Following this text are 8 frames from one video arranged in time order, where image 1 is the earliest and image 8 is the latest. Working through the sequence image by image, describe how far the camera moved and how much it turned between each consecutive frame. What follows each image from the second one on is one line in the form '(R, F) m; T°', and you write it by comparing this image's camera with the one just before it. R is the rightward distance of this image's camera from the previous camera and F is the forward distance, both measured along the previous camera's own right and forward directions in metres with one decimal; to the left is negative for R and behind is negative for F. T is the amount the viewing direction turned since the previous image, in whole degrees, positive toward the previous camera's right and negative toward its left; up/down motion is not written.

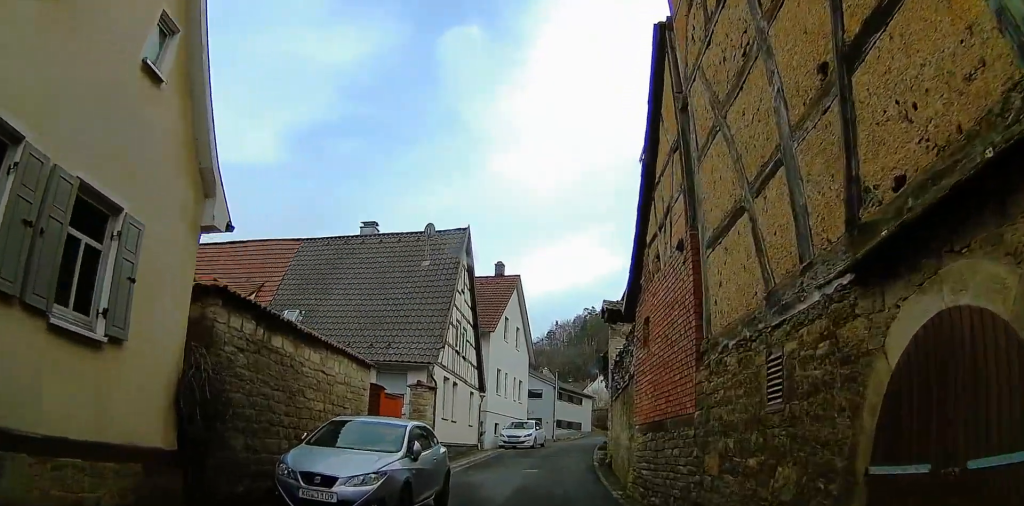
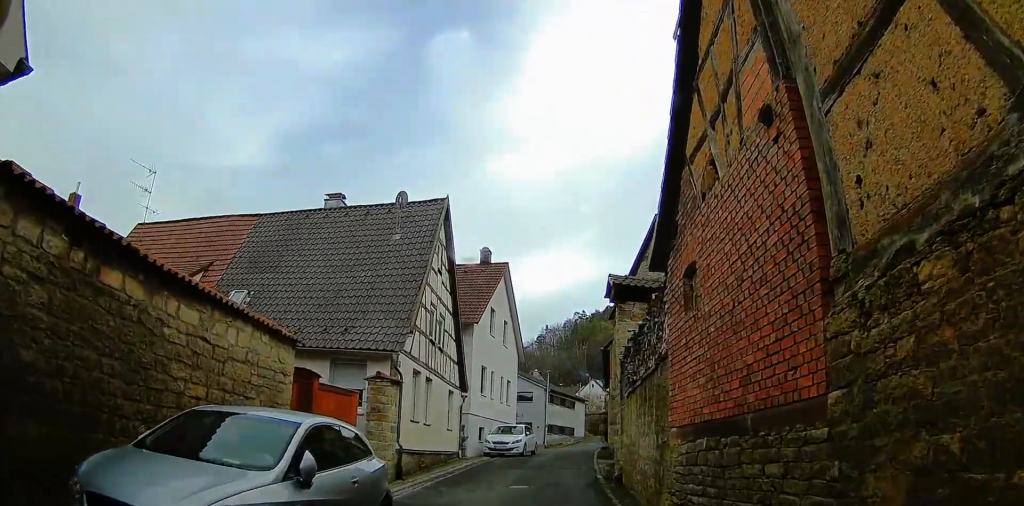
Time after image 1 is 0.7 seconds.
(+0.3, +3.7) m; +3°
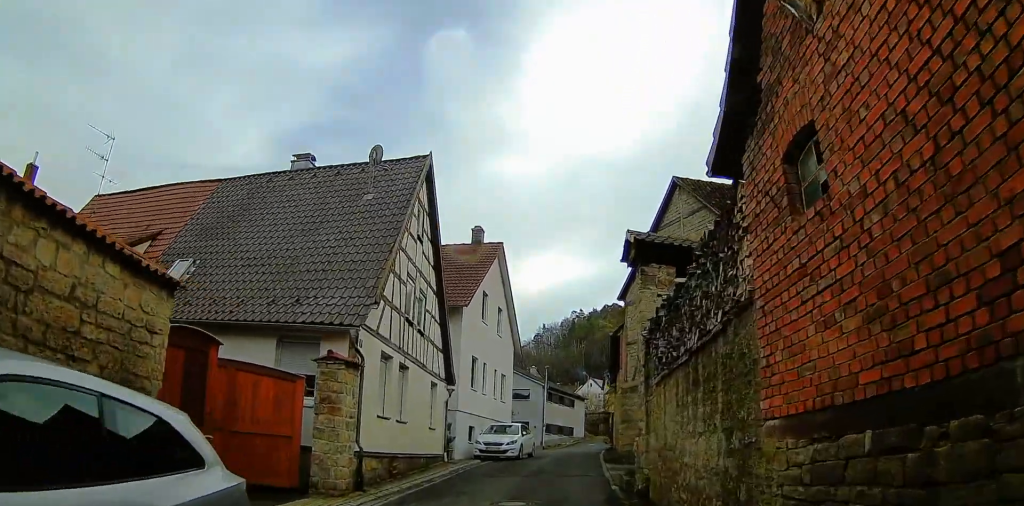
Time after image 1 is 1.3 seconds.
(+0.6, +3.4) m; 0°
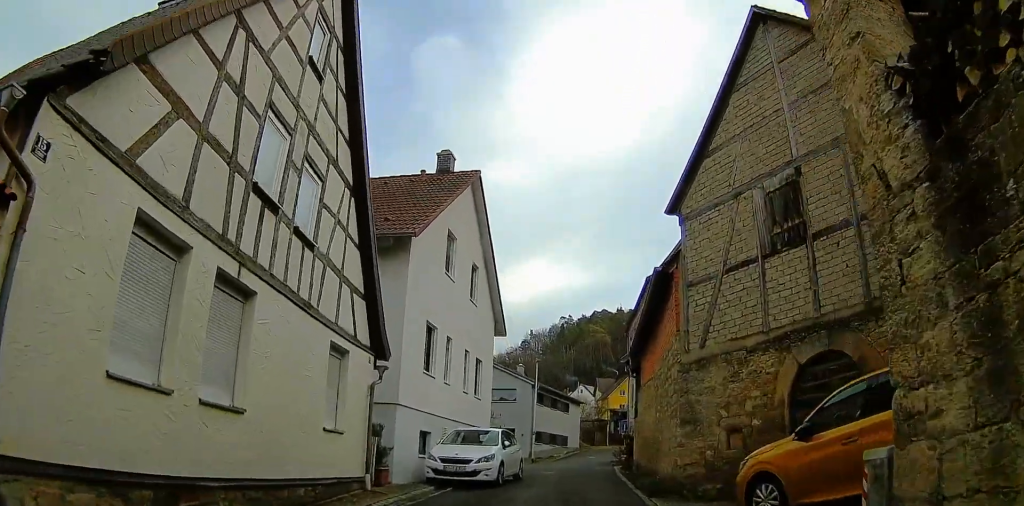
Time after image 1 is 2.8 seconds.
(-1.0, +8.4) m; -4°
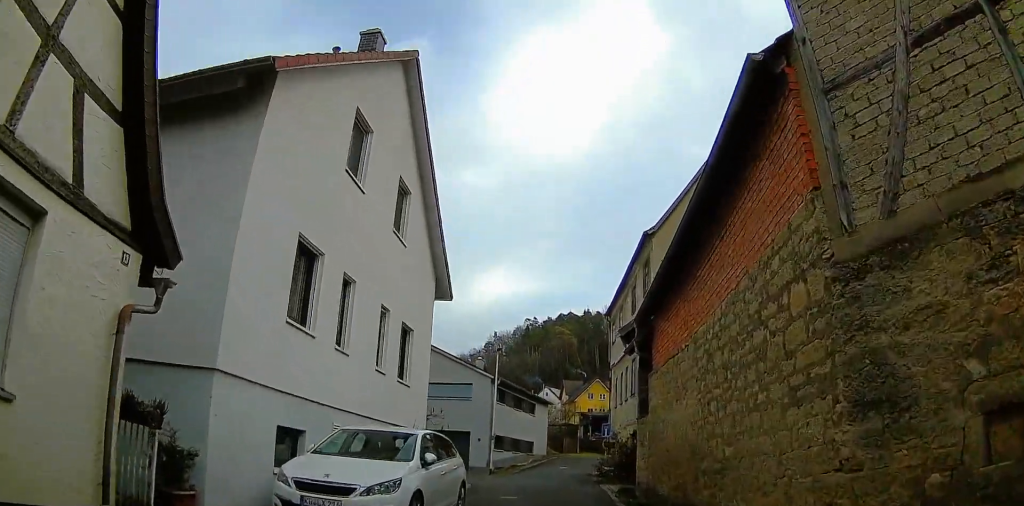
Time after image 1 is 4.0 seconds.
(+0.2, +6.9) m; +2°
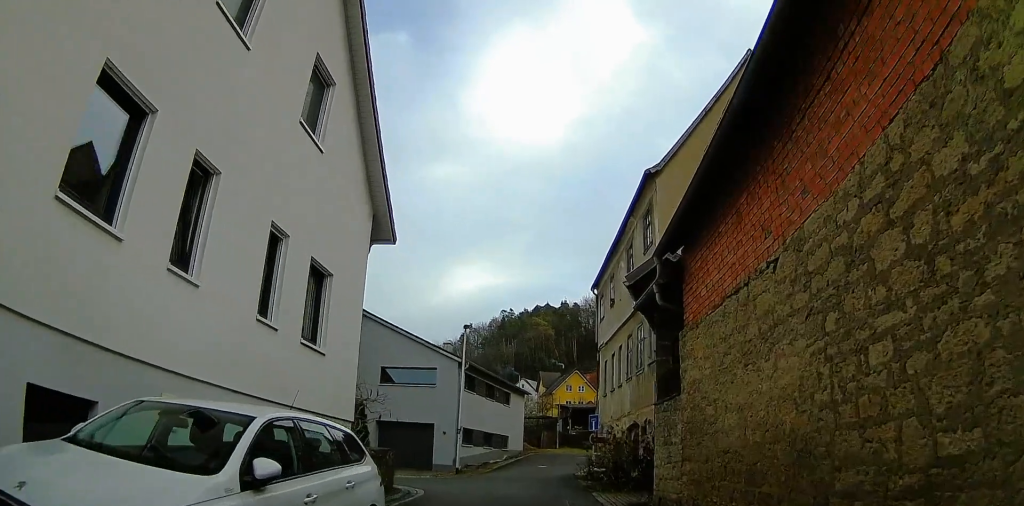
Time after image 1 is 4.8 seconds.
(0.0, +4.6) m; +1°
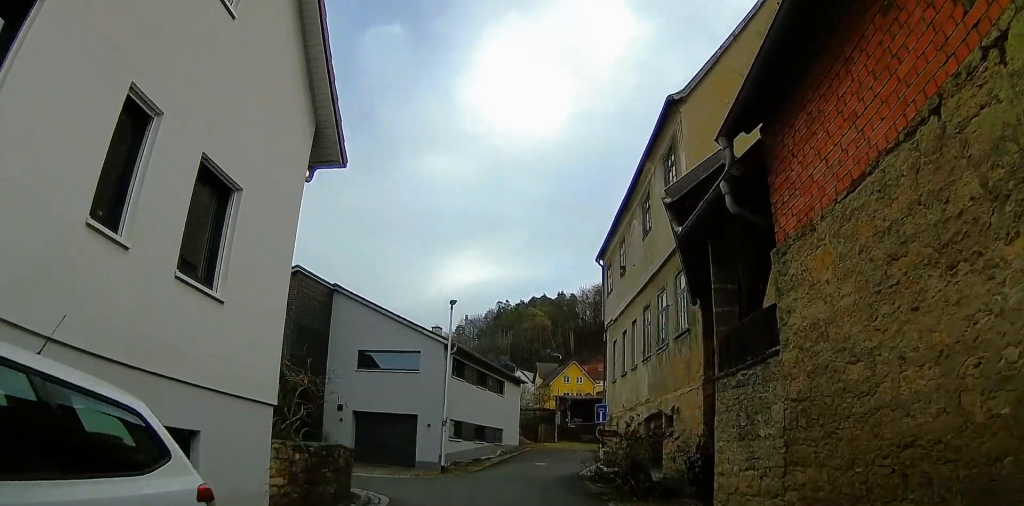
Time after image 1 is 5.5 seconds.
(0.0, +3.7) m; +2°
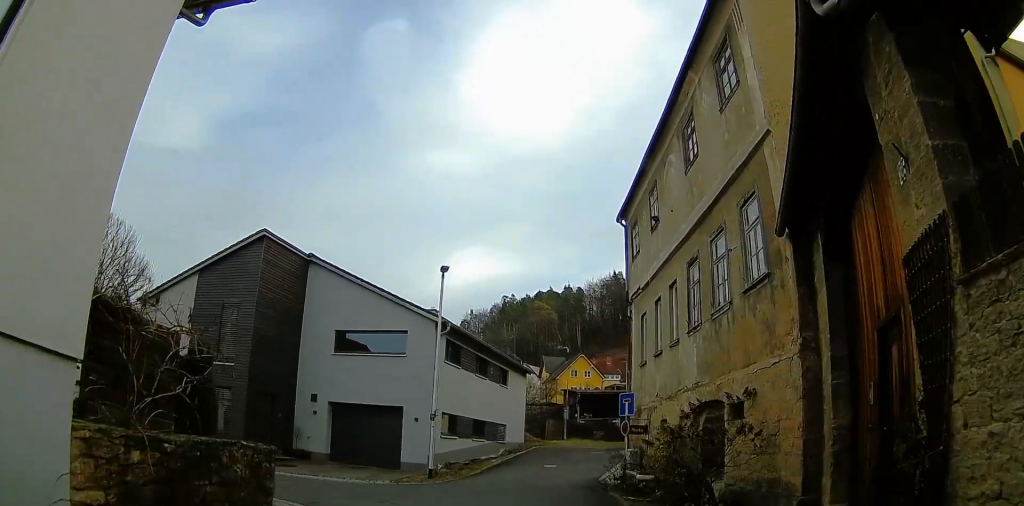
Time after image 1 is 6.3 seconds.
(+0.2, +4.6) m; +2°
